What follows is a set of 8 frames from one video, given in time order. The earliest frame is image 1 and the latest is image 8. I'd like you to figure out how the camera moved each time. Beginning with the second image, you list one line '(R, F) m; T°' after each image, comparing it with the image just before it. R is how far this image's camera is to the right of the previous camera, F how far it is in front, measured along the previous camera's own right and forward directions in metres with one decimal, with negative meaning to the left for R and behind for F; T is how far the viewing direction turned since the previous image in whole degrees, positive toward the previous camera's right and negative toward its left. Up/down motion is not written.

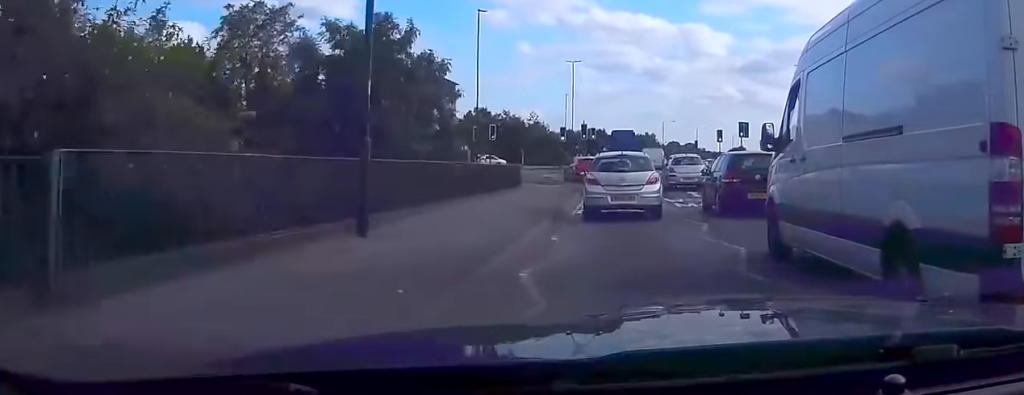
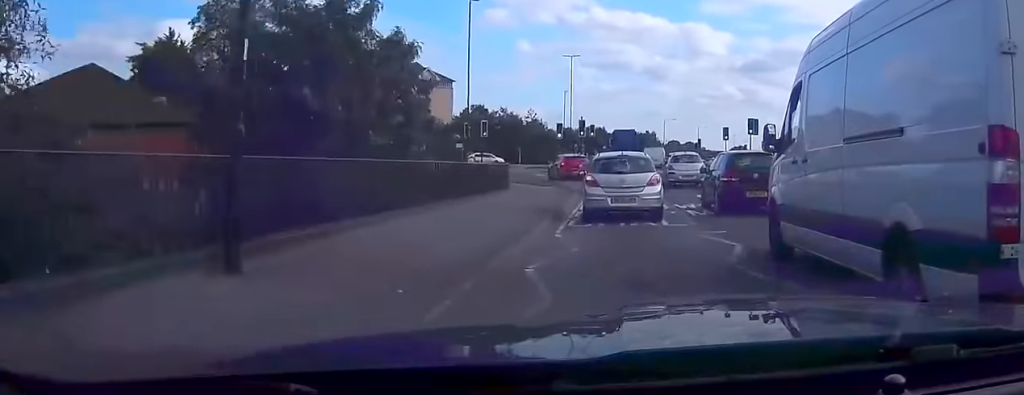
(0.0, +3.8) m; -1°
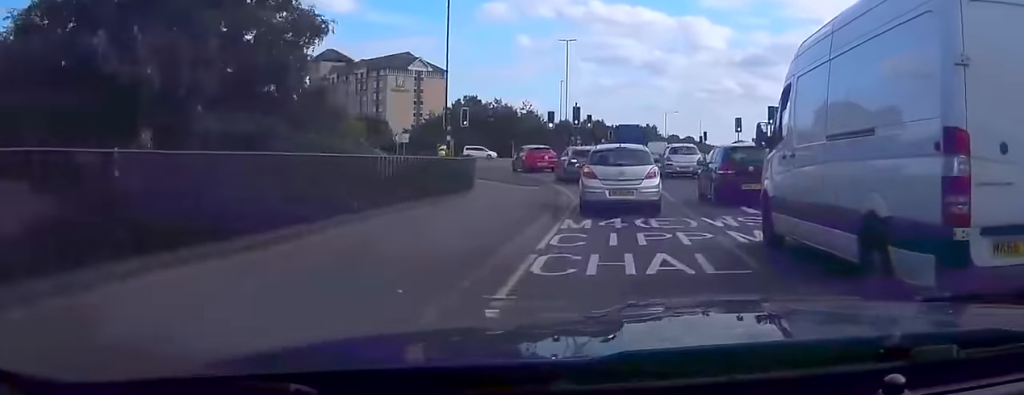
(-0.1, +7.2) m; -2°
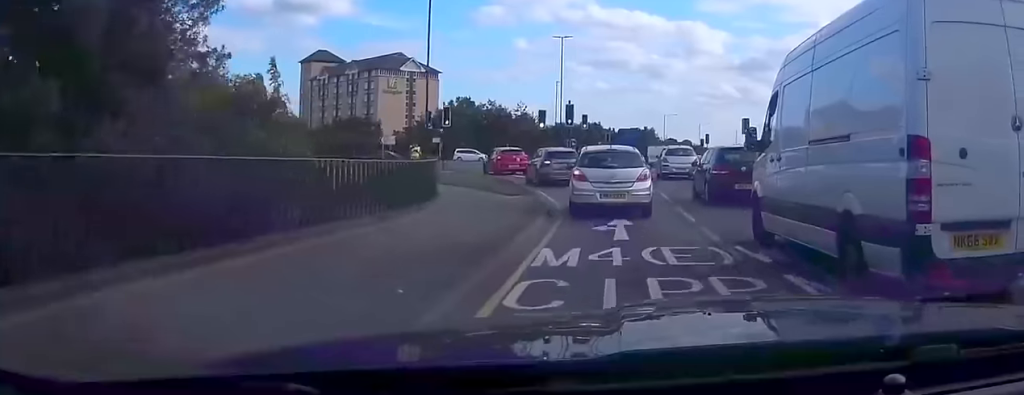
(-0.1, +4.6) m; 0°
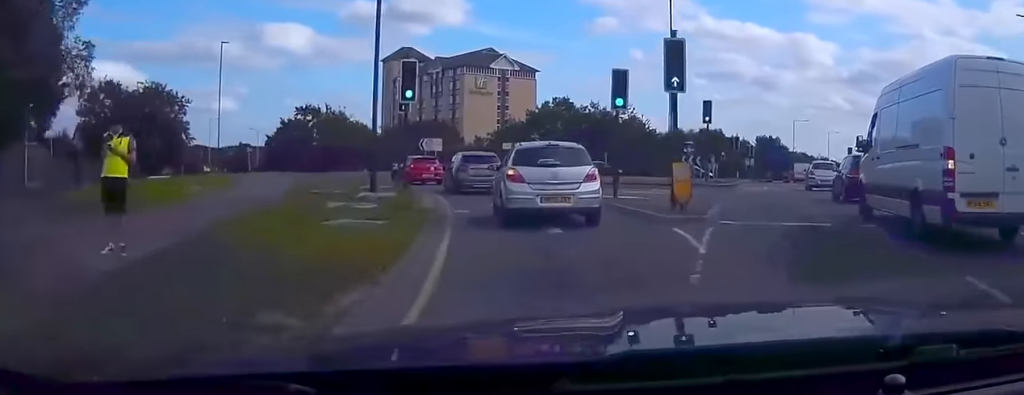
(-1.1, +24.5) m; -11°
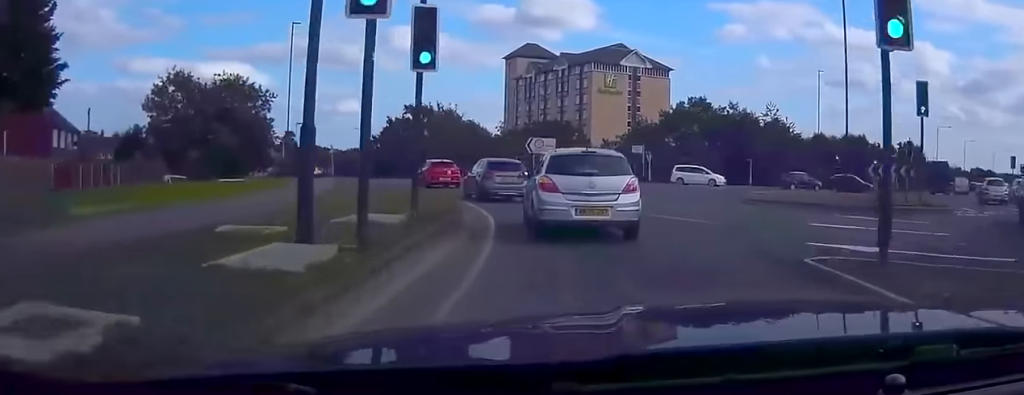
(-1.3, +12.8) m; -9°
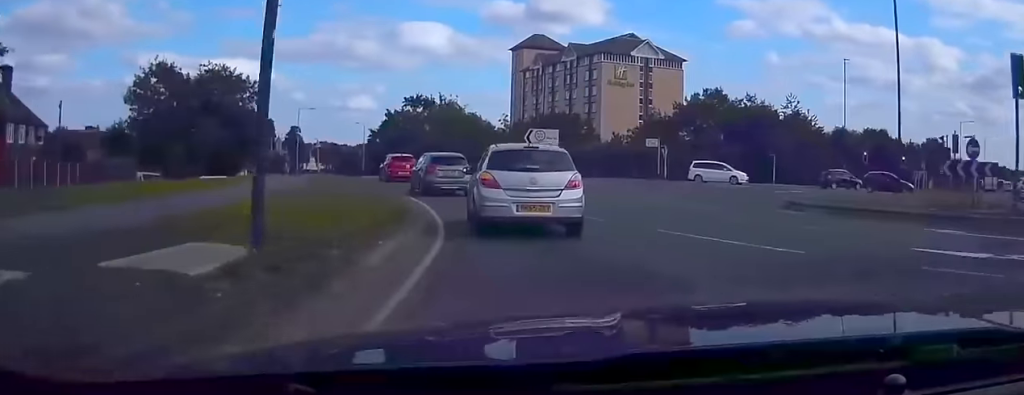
(-0.2, +6.2) m; -2°
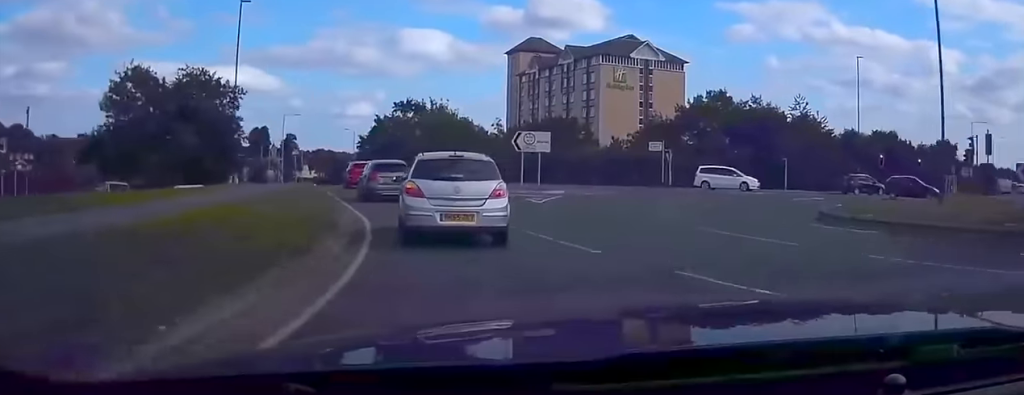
(0.0, +4.7) m; -1°
